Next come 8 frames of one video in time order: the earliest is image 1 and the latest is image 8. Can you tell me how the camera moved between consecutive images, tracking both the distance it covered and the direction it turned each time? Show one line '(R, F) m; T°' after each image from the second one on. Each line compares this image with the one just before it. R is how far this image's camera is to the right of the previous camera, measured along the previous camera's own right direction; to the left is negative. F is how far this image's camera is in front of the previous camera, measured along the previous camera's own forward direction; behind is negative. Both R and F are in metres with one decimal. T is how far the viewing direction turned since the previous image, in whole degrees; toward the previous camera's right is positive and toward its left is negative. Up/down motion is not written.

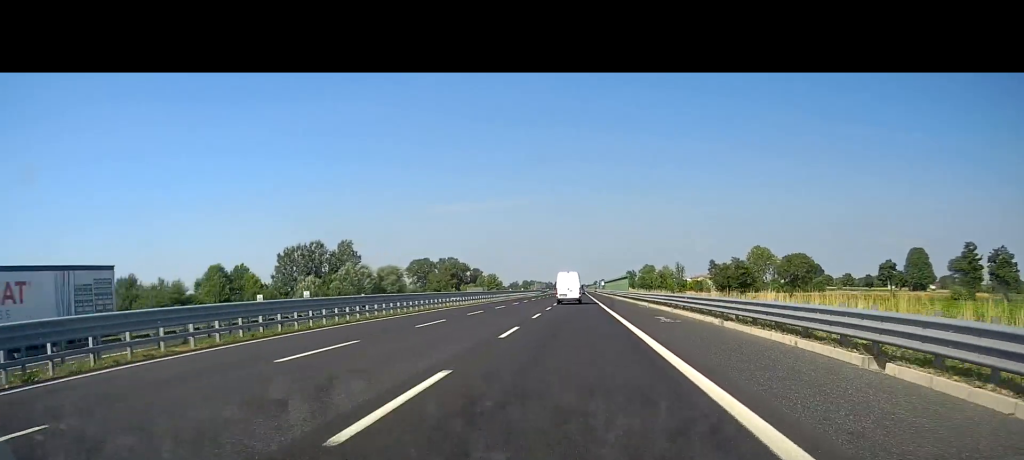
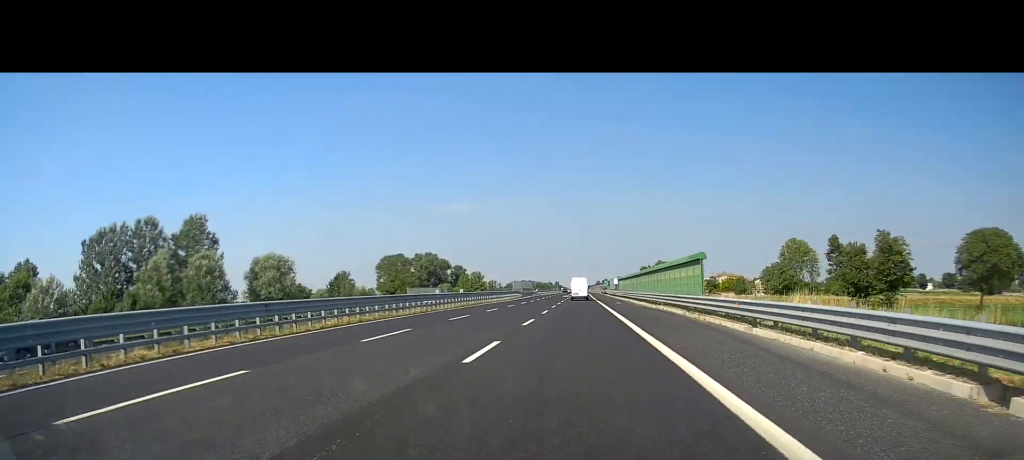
(-0.8, +63.7) m; -1°
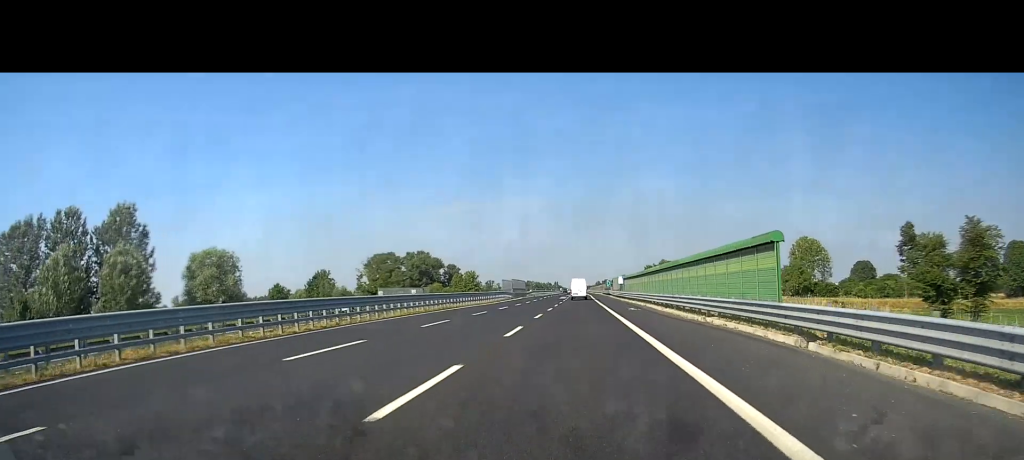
(0.0, +16.9) m; +1°
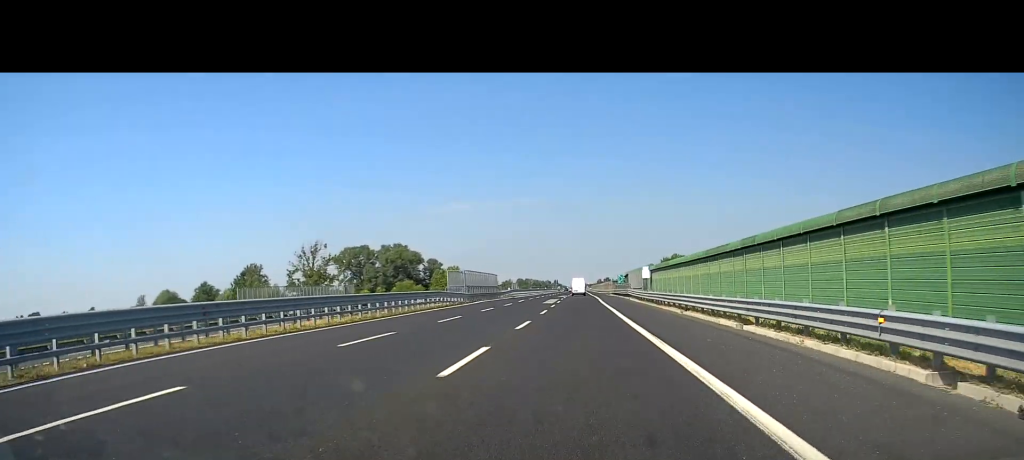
(+0.2, +43.3) m; 0°
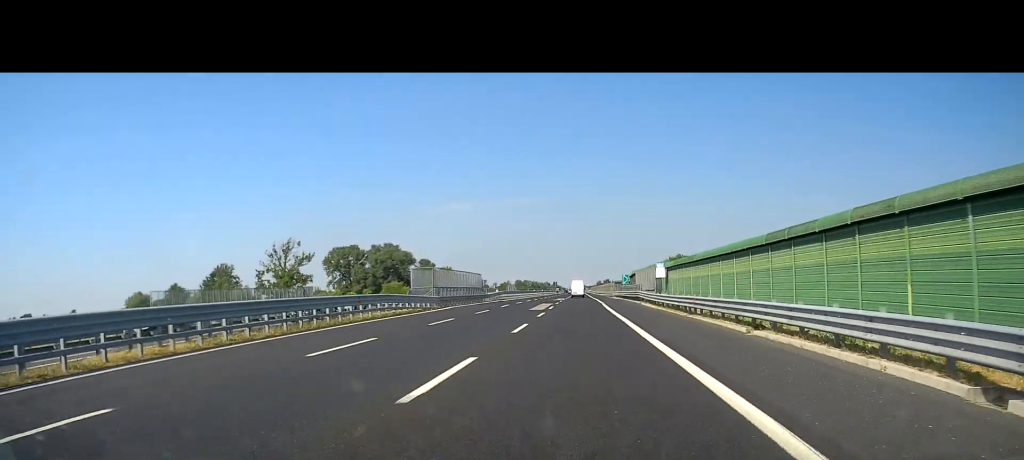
(-0.2, +13.2) m; 0°
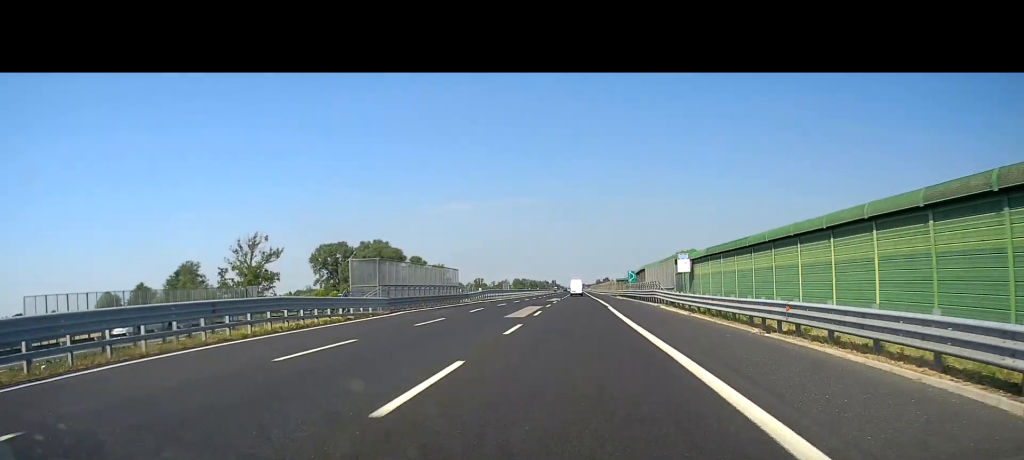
(+0.1, +13.2) m; 0°
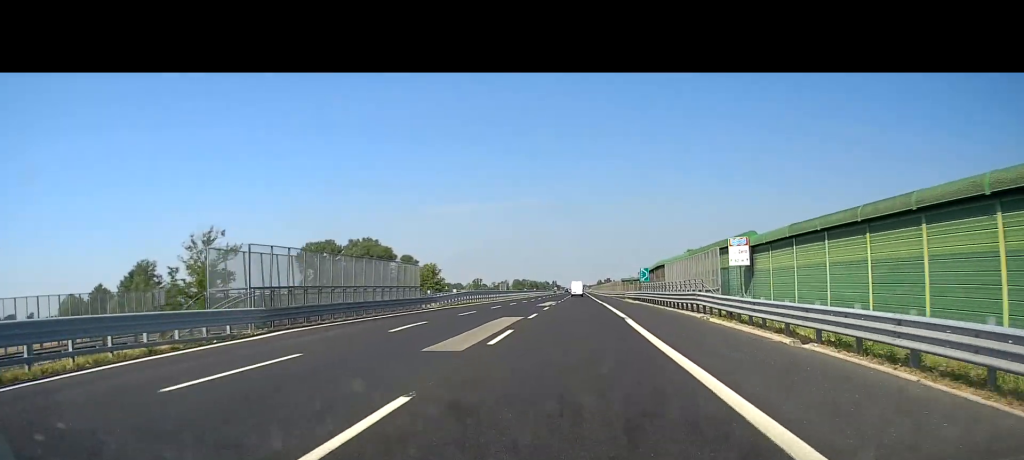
(+0.2, +14.9) m; 0°
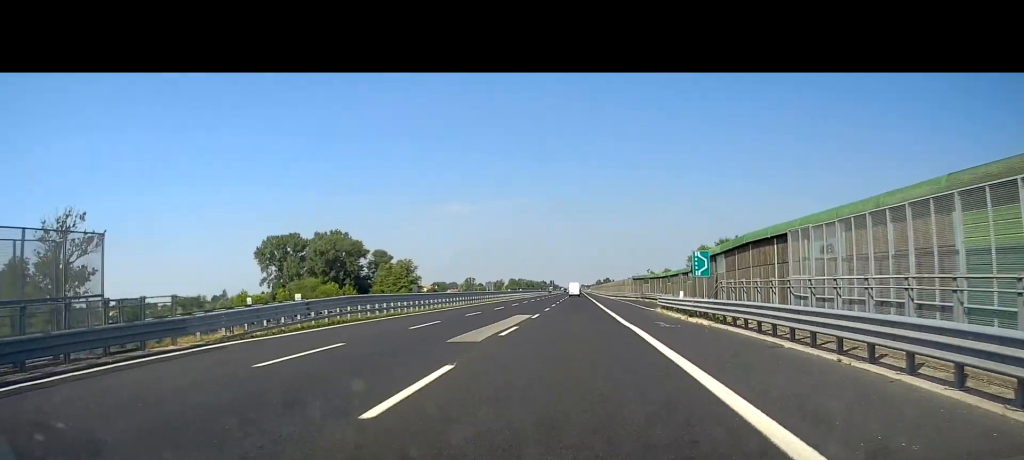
(-0.4, +31.6) m; 0°
